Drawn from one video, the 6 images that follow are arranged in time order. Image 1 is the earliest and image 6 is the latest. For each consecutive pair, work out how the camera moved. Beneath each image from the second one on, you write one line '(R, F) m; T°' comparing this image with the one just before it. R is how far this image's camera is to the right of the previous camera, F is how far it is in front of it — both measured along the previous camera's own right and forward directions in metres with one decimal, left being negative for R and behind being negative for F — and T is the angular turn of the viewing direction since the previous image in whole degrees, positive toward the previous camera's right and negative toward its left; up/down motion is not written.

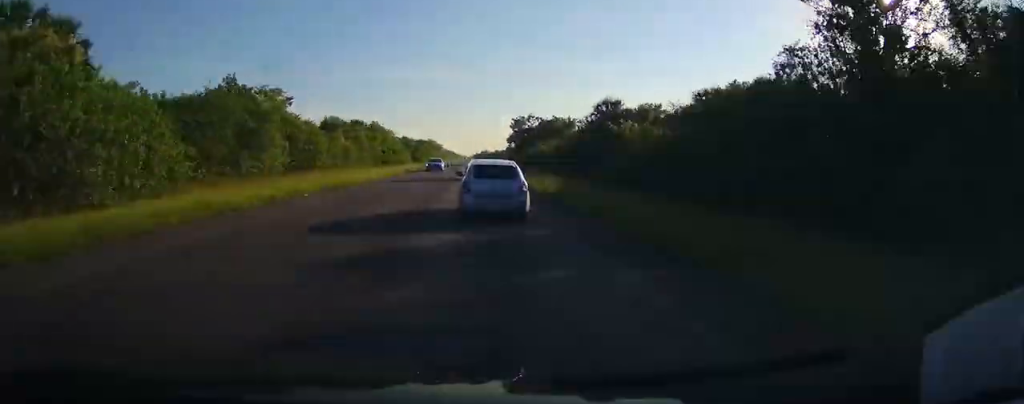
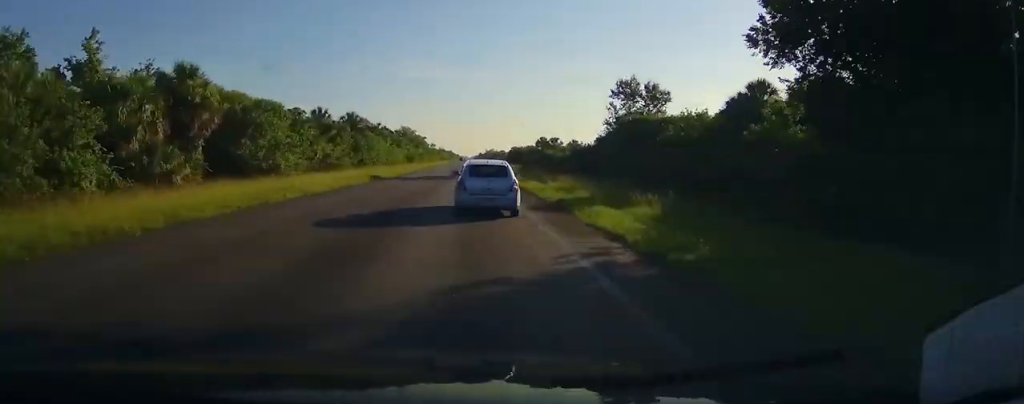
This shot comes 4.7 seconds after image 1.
(-0.4, +120.4) m; 0°
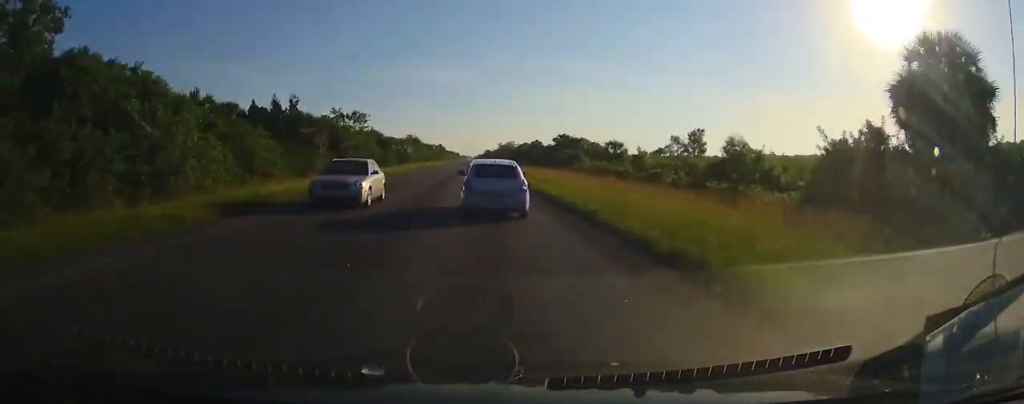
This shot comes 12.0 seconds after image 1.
(+0.3, +191.5) m; 0°
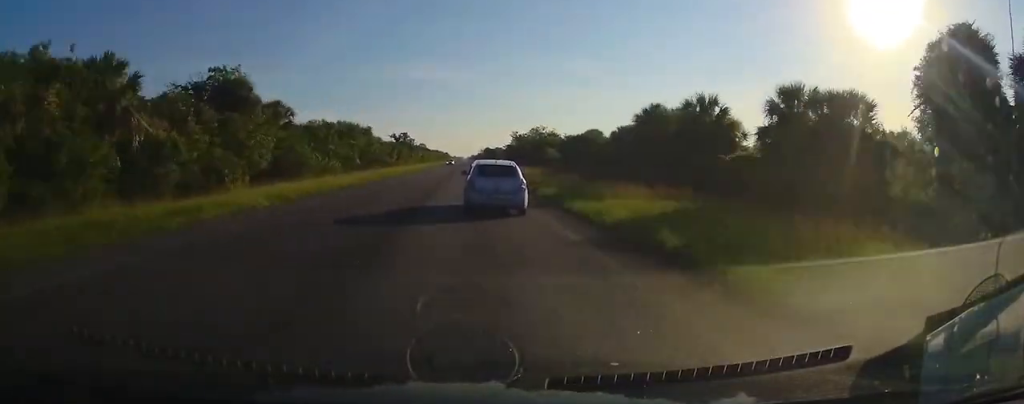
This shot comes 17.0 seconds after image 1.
(0.0, +129.0) m; 0°
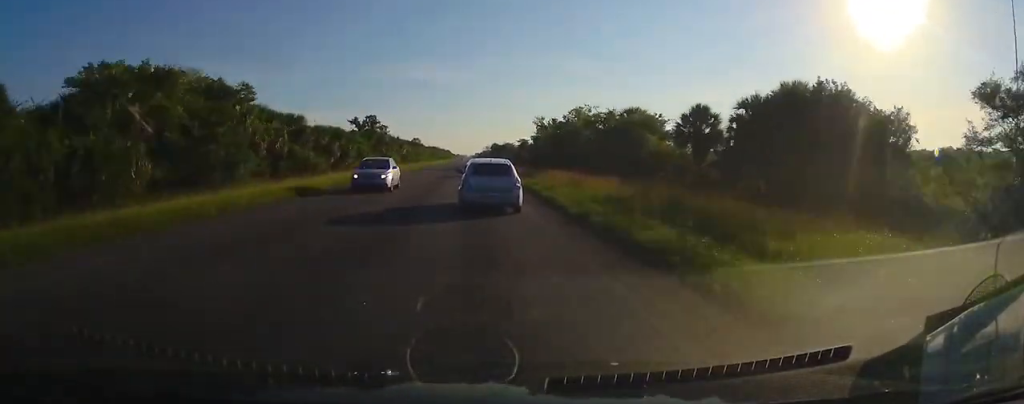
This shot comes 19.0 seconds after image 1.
(+0.4, +52.3) m; 0°
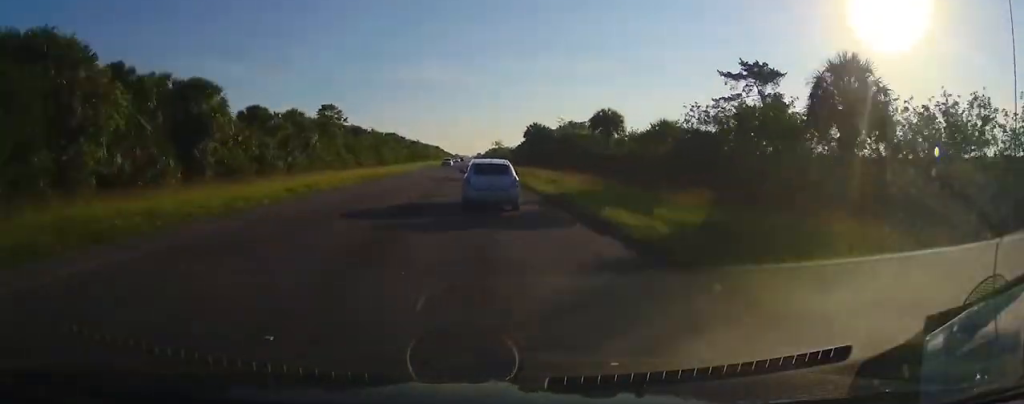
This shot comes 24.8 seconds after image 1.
(0.0, +157.0) m; 0°
